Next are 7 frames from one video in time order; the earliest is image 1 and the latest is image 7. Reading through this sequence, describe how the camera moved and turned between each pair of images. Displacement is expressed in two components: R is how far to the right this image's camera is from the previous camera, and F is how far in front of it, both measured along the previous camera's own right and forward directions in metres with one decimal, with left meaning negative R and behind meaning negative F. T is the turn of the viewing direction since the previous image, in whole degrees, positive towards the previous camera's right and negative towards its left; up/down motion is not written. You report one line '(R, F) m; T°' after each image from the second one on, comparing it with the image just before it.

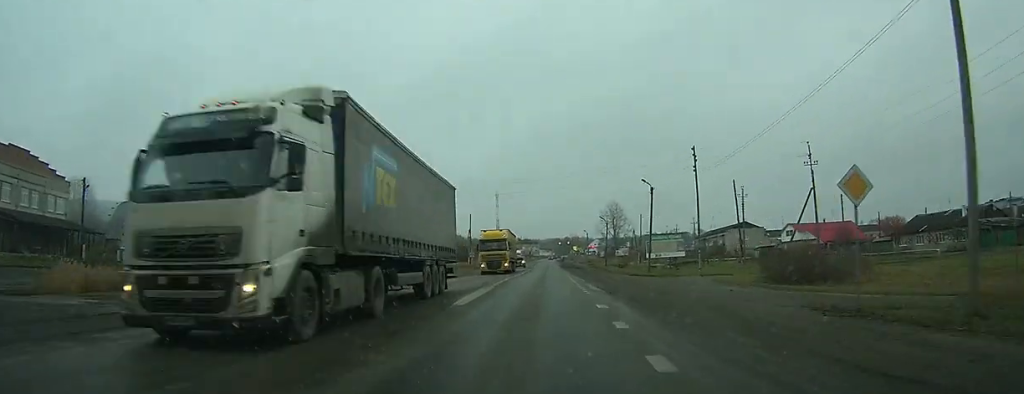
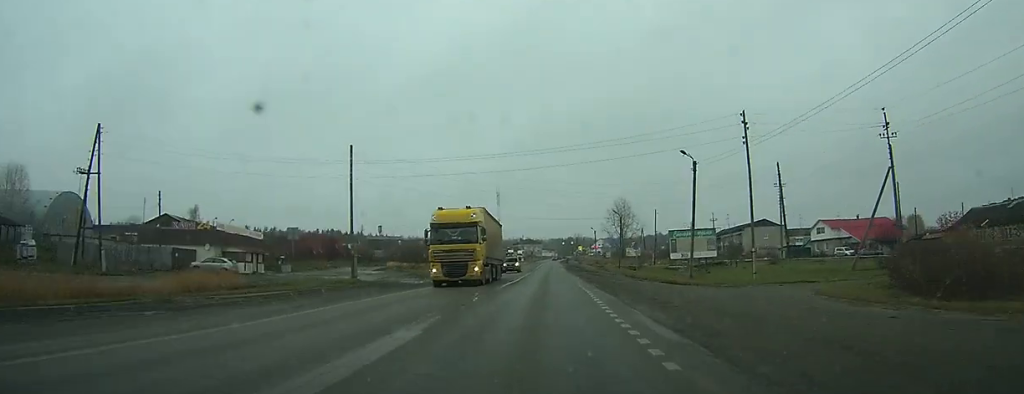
(0.0, +13.7) m; 0°
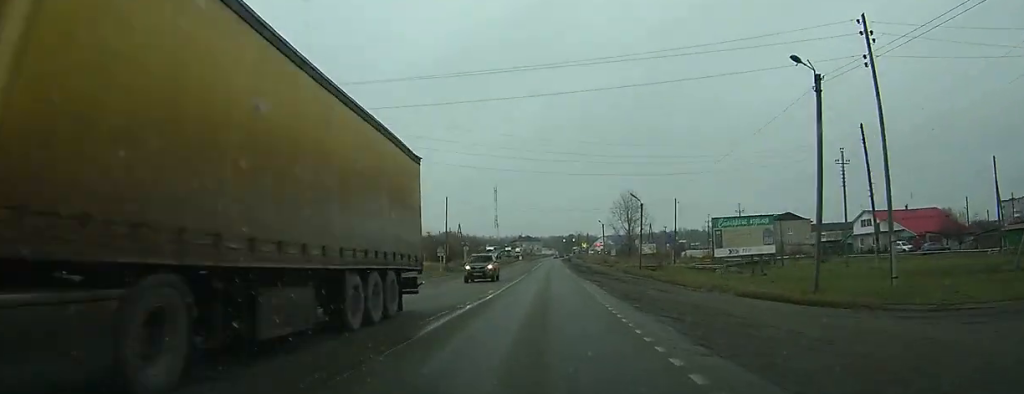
(-0.1, +17.2) m; 0°
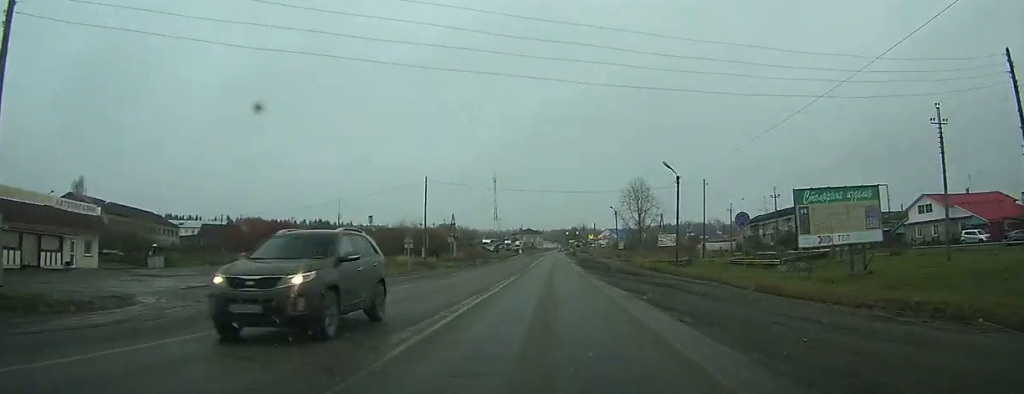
(0.0, +16.1) m; 0°
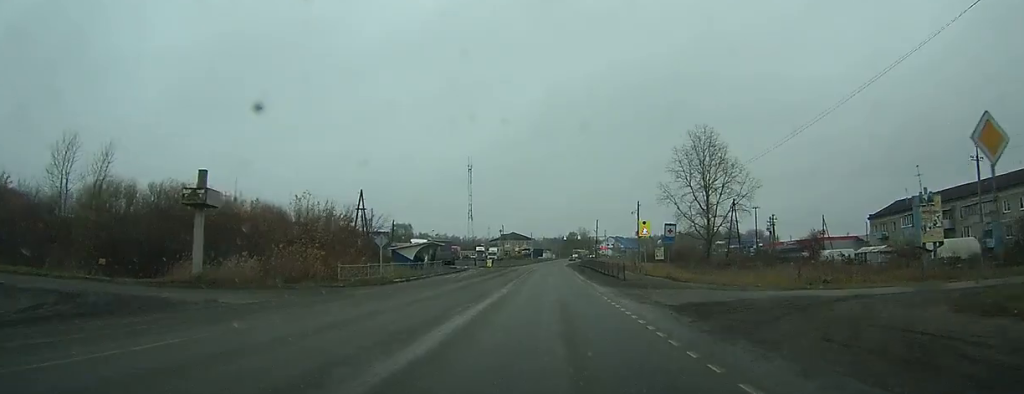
(+0.2, +76.2) m; 0°
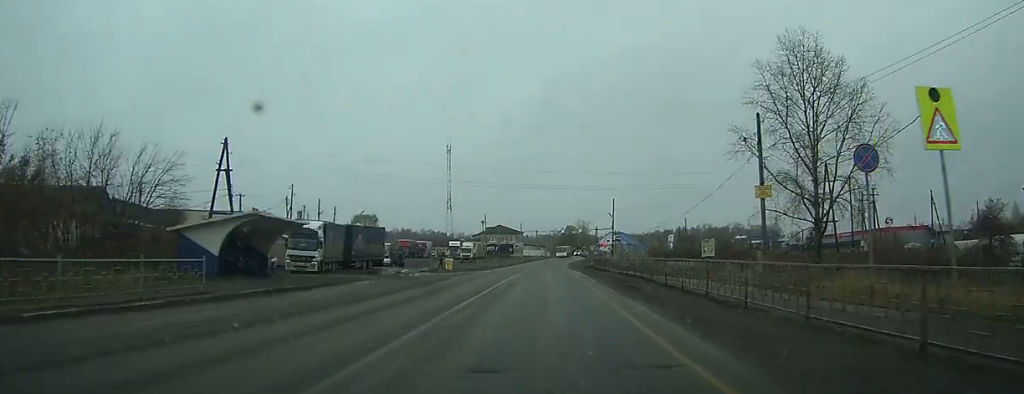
(+0.2, +37.5) m; +1°
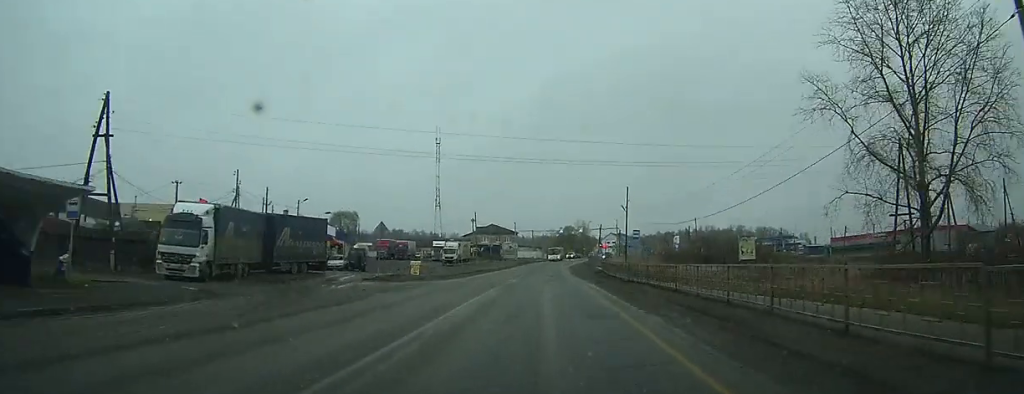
(0.0, +15.6) m; 0°
